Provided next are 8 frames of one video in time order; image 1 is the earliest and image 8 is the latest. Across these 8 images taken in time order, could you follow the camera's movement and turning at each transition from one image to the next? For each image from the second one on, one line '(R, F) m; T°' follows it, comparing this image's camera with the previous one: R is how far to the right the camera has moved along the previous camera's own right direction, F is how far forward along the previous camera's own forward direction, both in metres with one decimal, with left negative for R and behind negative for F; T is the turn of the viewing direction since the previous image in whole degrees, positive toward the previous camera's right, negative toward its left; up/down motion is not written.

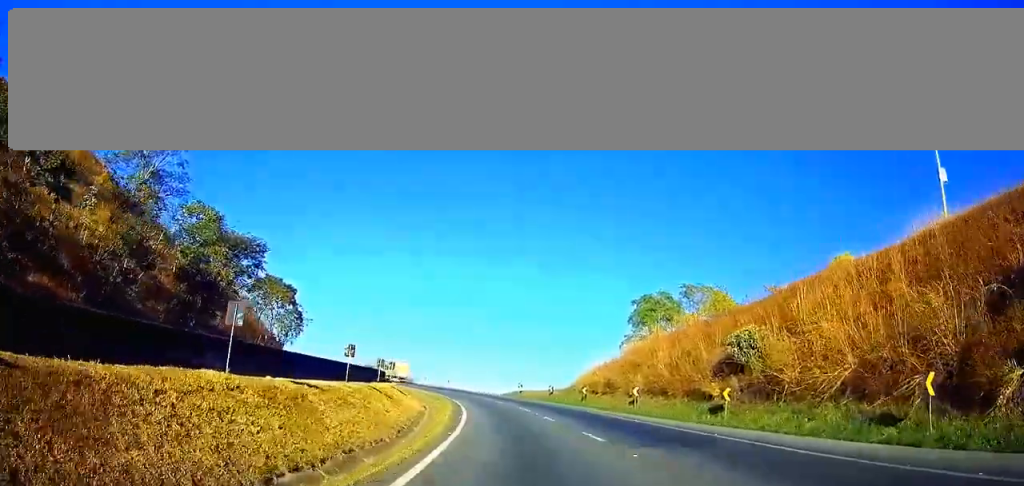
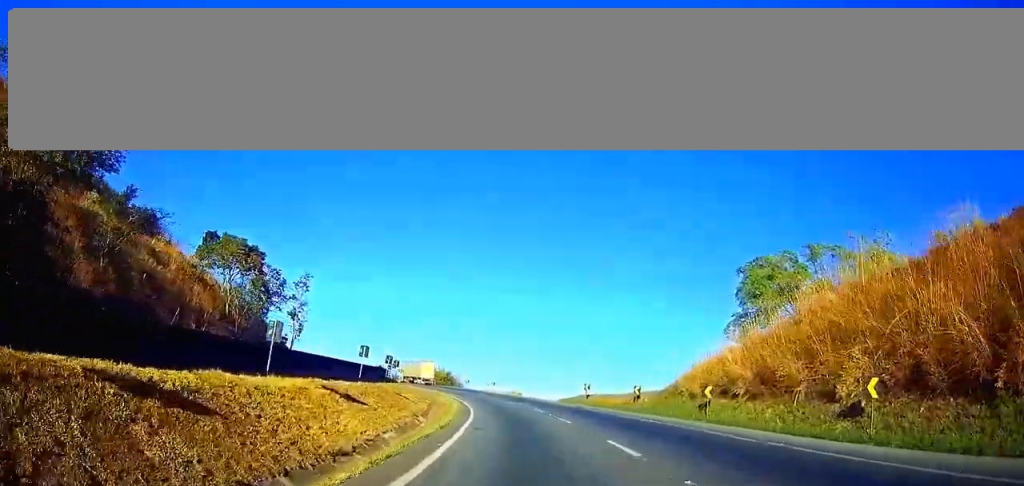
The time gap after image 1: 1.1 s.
(-1.1, +26.8) m; -5°
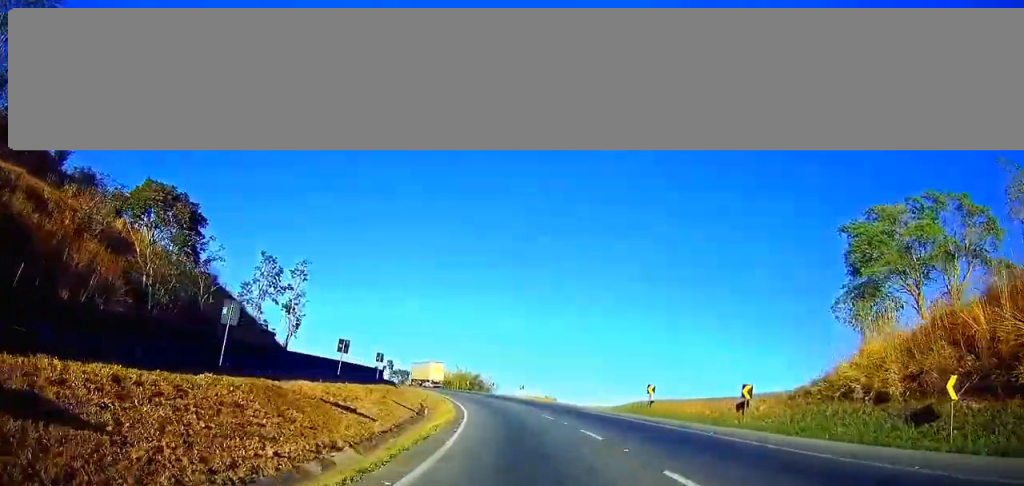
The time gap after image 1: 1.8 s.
(-0.4, +18.7) m; -3°
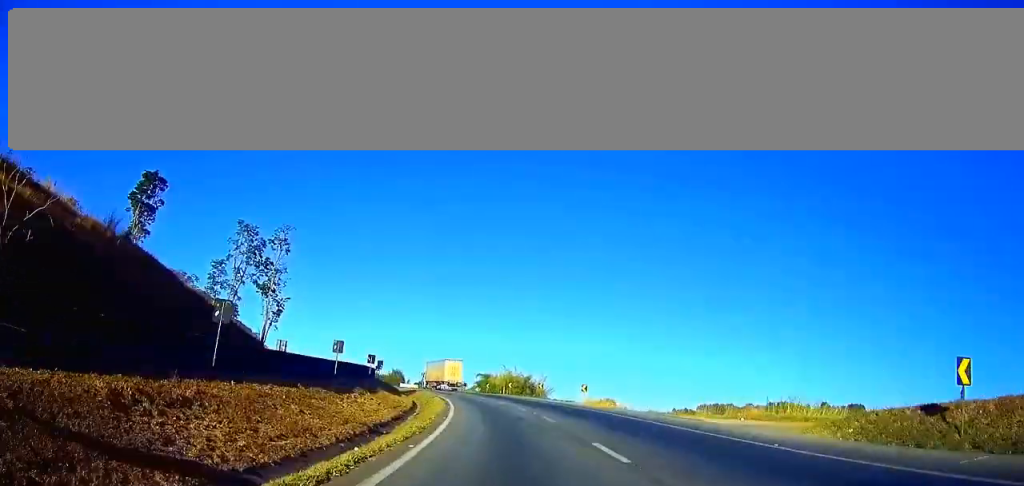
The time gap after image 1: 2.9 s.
(-1.2, +28.9) m; -5°
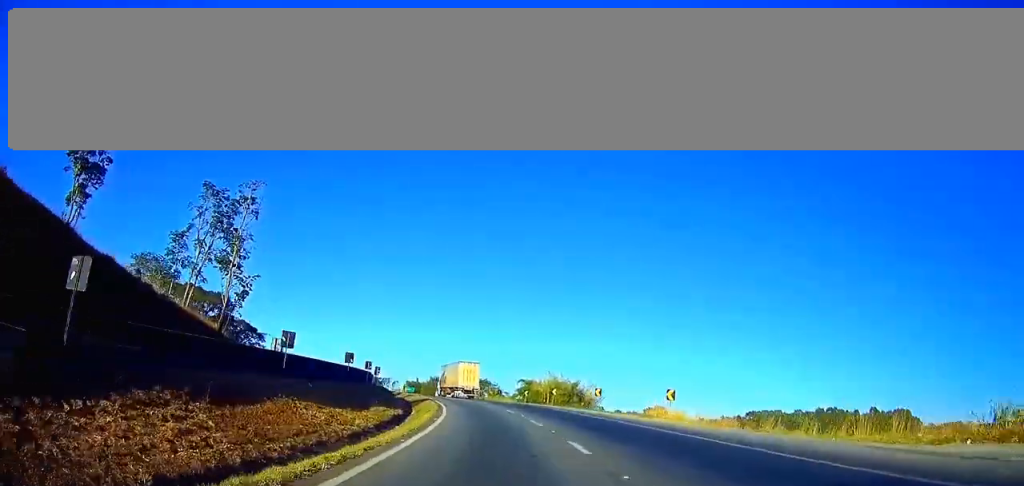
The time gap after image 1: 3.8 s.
(-0.6, +22.0) m; -6°
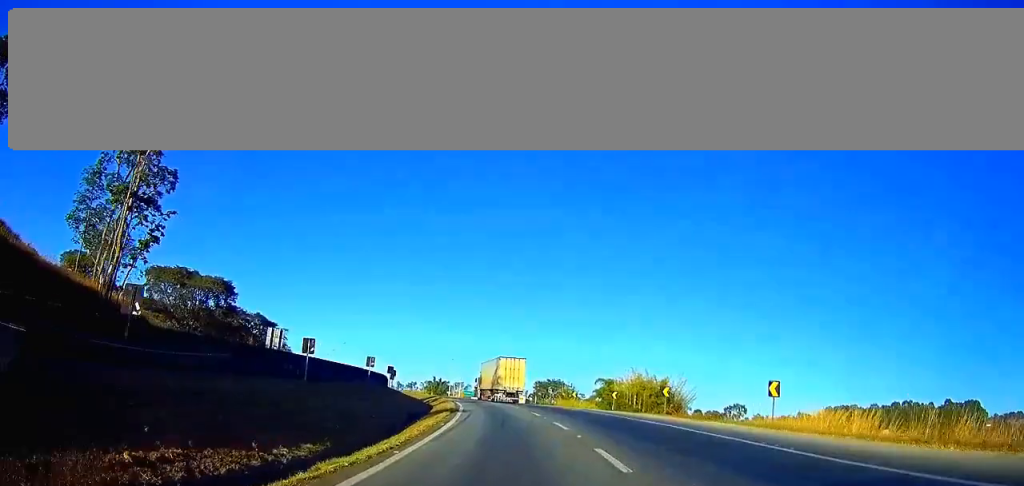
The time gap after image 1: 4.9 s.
(-2.0, +26.8) m; -4°
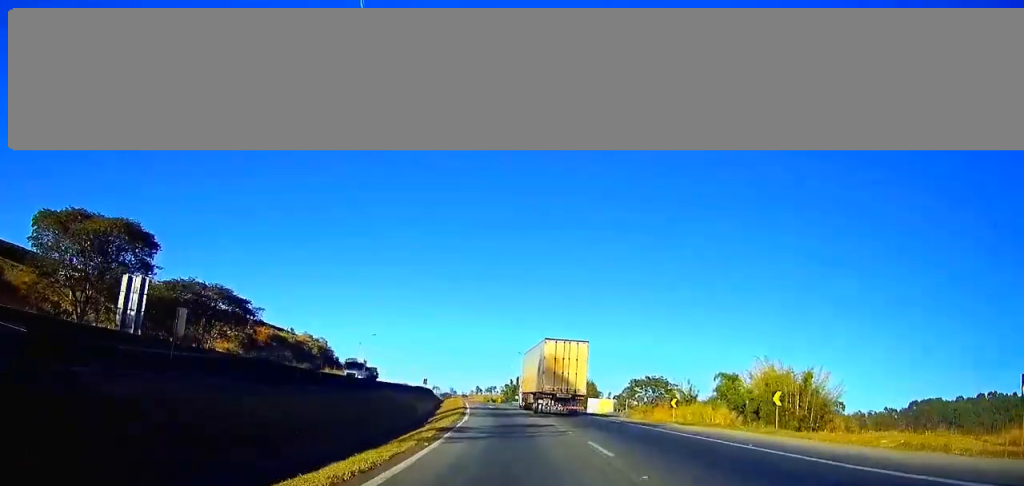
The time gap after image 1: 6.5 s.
(0.0, +41.9) m; -3°
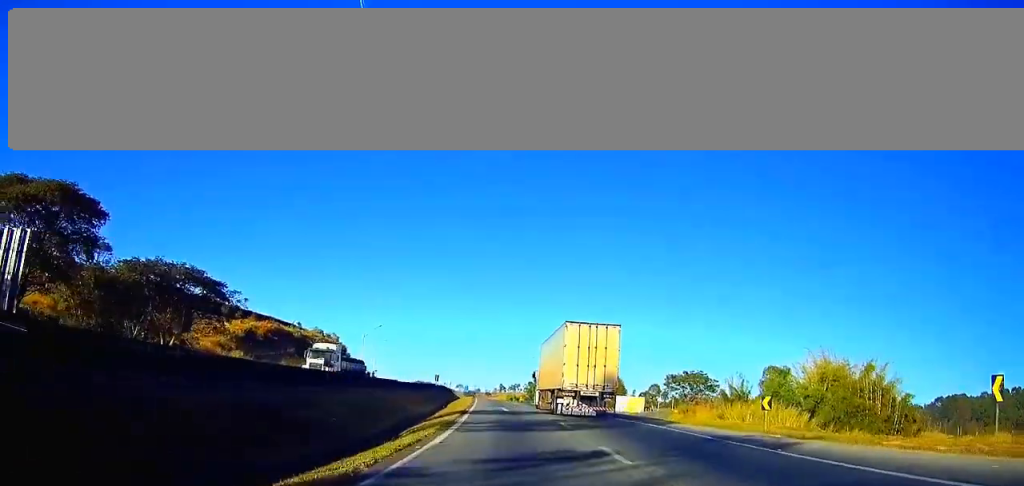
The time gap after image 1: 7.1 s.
(-0.5, +13.4) m; -3°
